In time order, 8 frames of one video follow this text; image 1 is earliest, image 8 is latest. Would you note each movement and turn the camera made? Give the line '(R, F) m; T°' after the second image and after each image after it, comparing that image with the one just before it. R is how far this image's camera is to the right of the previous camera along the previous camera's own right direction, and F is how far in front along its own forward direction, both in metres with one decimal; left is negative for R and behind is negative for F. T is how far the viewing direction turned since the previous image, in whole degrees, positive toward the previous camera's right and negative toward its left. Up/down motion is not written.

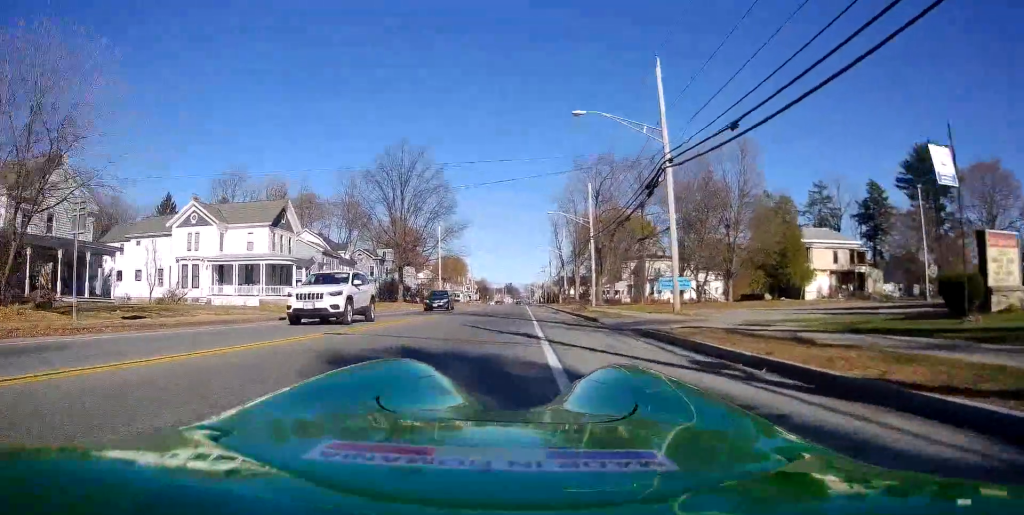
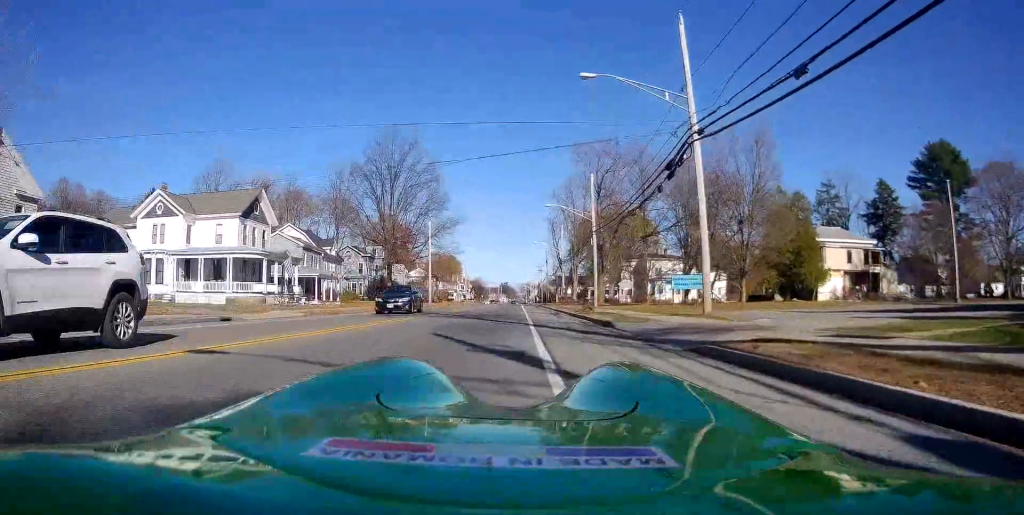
(0.0, +5.3) m; -2°
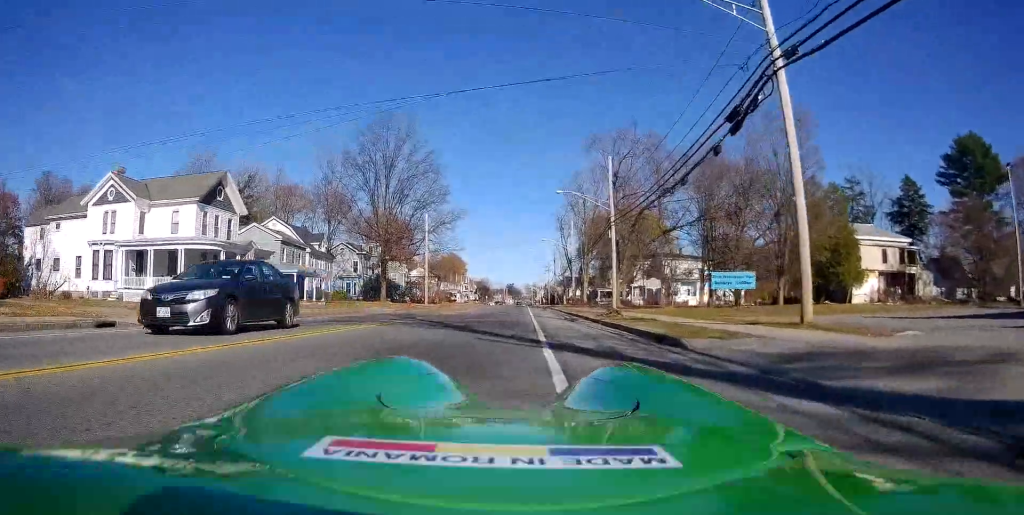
(-0.8, +7.5) m; -3°
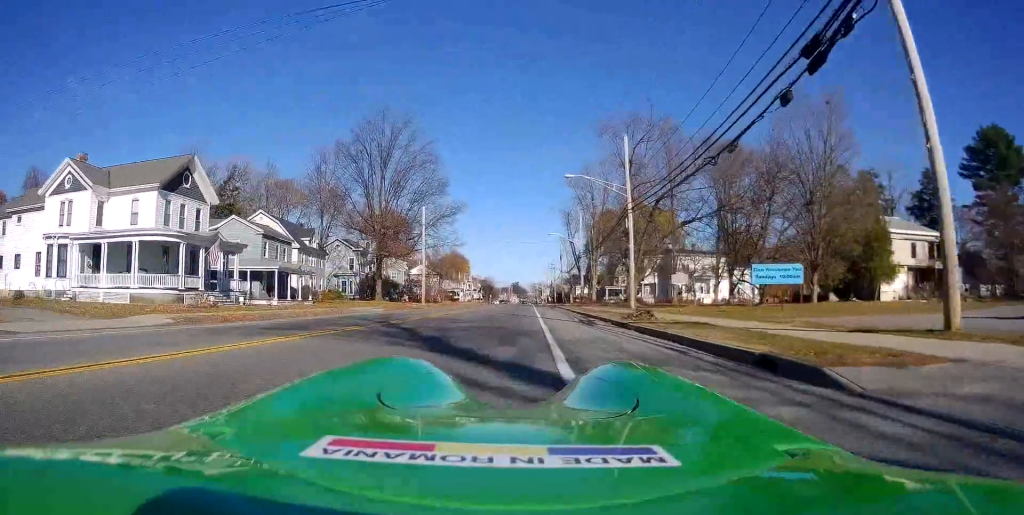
(+0.3, +5.2) m; +1°
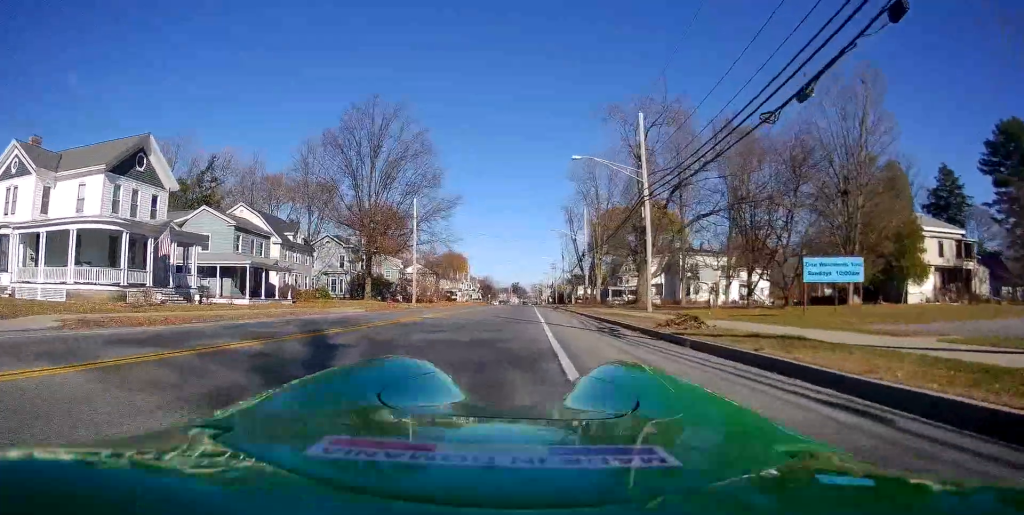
(+0.1, +5.6) m; +1°
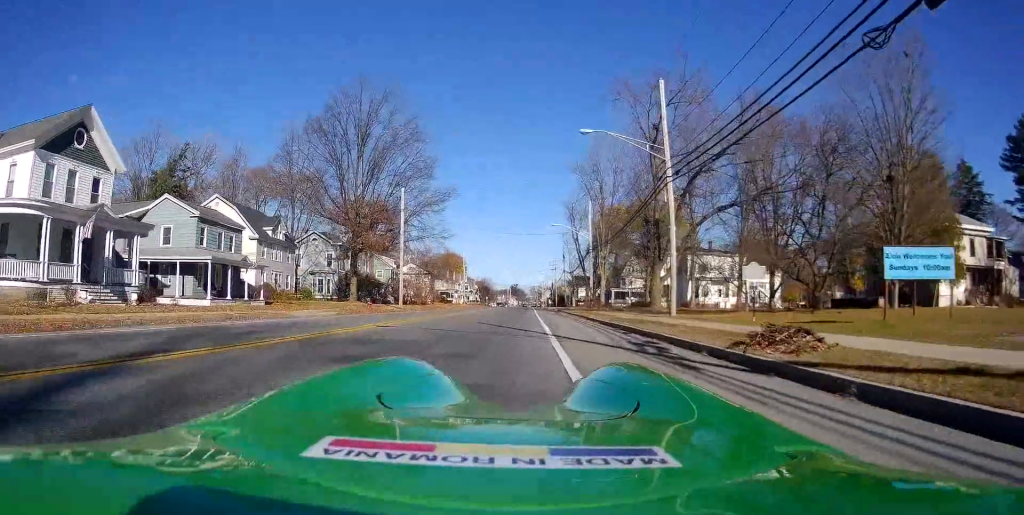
(-0.2, +5.7) m; +2°
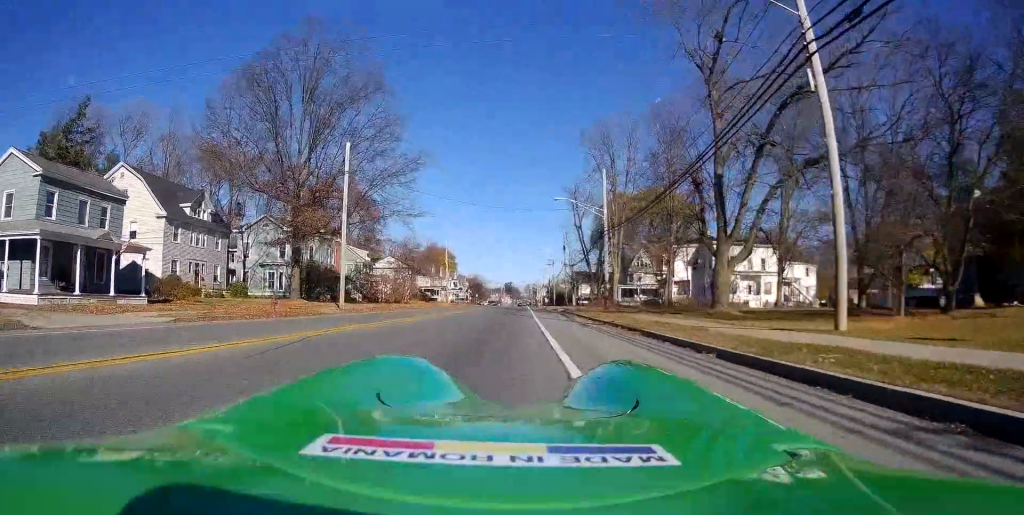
(+0.1, +15.4) m; -3°
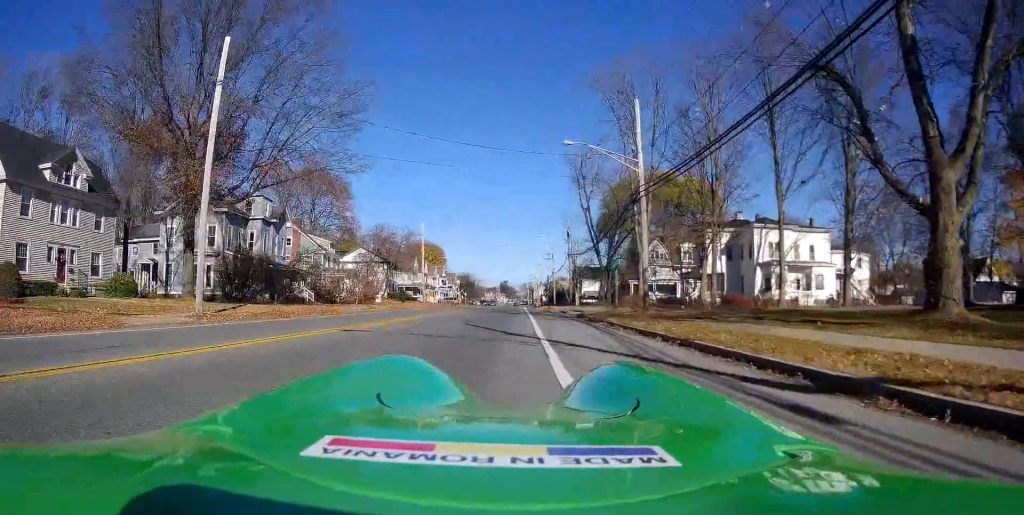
(0.0, +16.6) m; +2°
